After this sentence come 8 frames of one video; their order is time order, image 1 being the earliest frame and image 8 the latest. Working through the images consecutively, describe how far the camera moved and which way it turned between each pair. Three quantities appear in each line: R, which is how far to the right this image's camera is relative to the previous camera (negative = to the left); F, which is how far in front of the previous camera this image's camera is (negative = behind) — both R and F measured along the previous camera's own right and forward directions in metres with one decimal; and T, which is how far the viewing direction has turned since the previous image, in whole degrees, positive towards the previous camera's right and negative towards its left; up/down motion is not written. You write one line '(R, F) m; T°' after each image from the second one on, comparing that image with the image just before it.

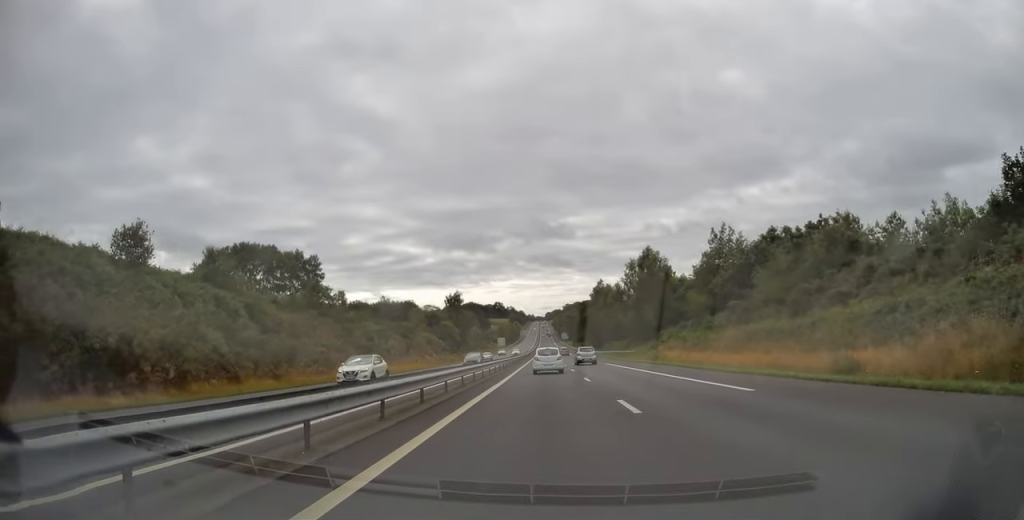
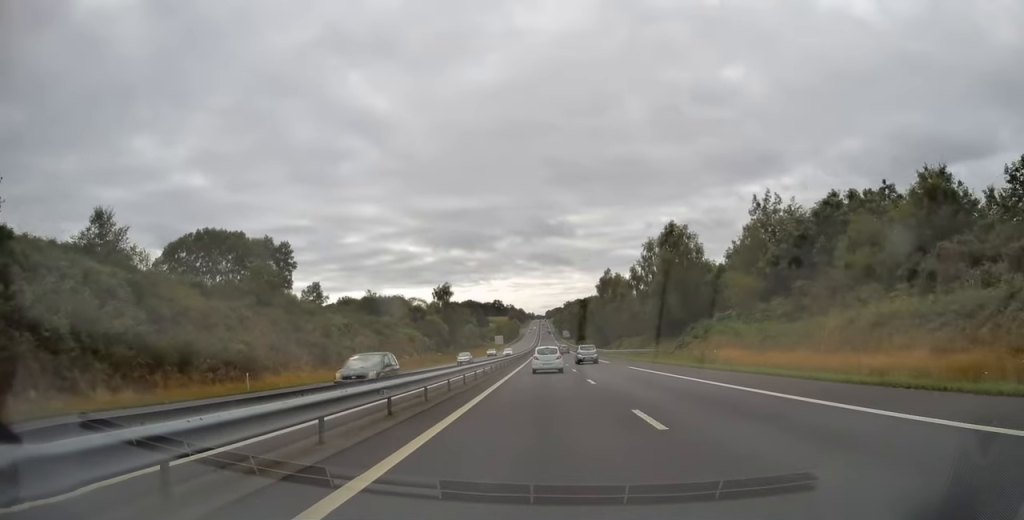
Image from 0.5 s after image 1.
(0.0, +15.4) m; 0°
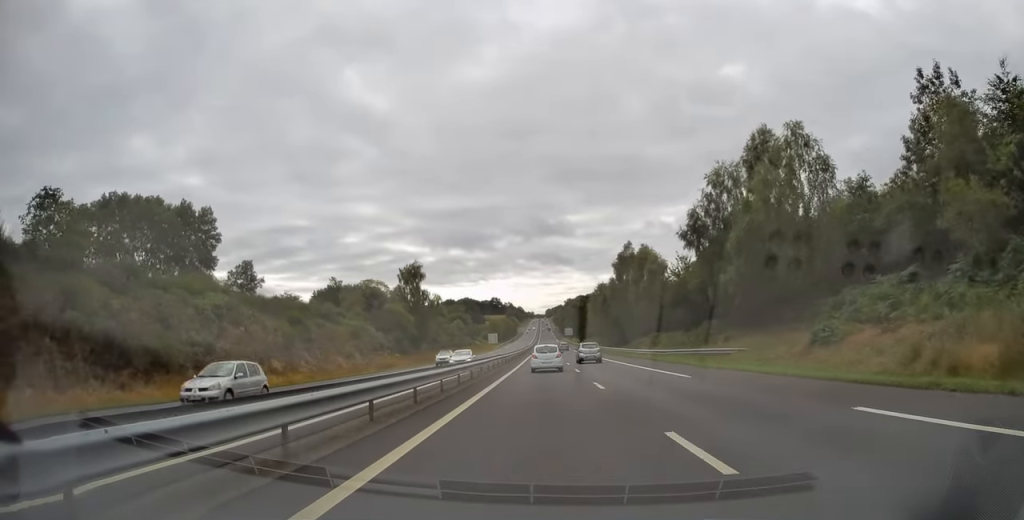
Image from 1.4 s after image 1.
(0.0, +29.2) m; 0°
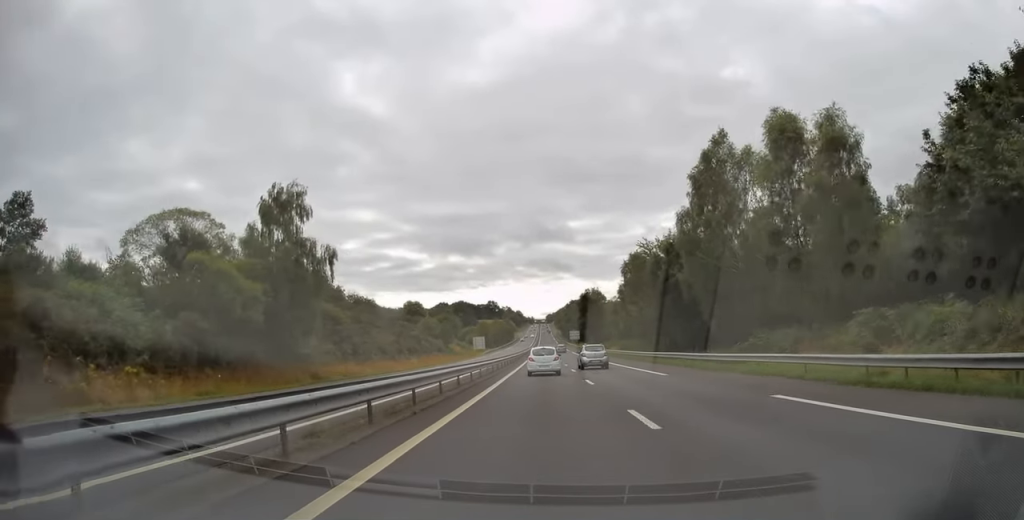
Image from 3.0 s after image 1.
(0.0, +47.7) m; 0°
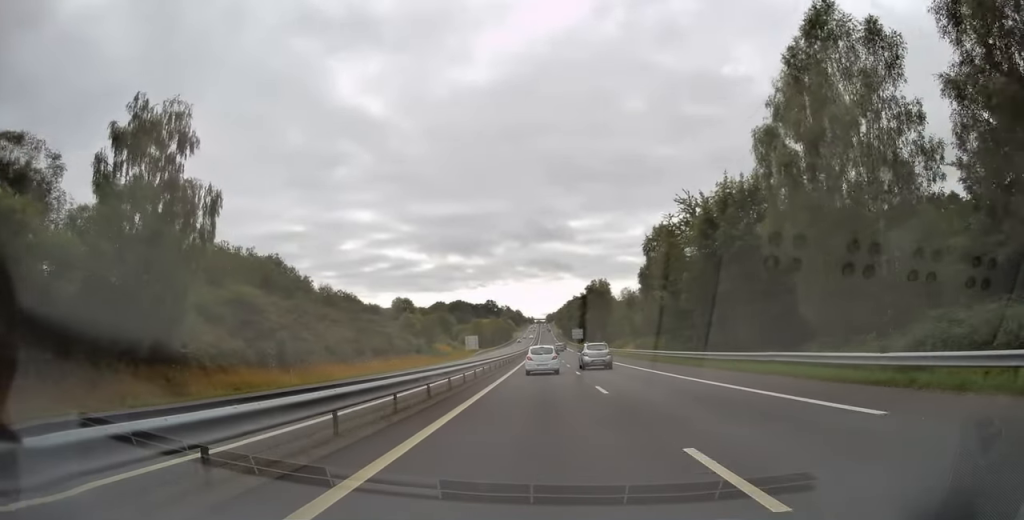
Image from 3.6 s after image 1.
(0.0, +18.0) m; 0°
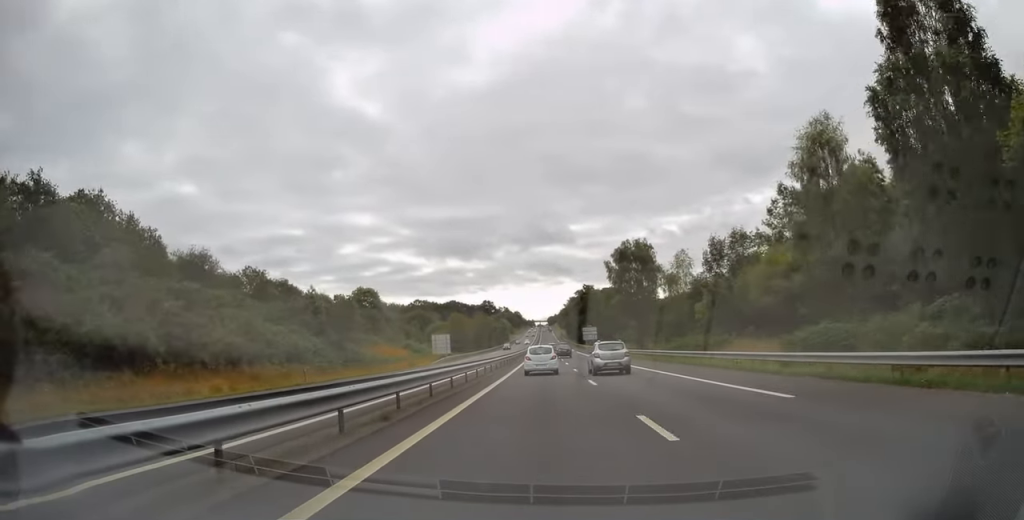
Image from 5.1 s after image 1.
(0.0, +47.7) m; 0°
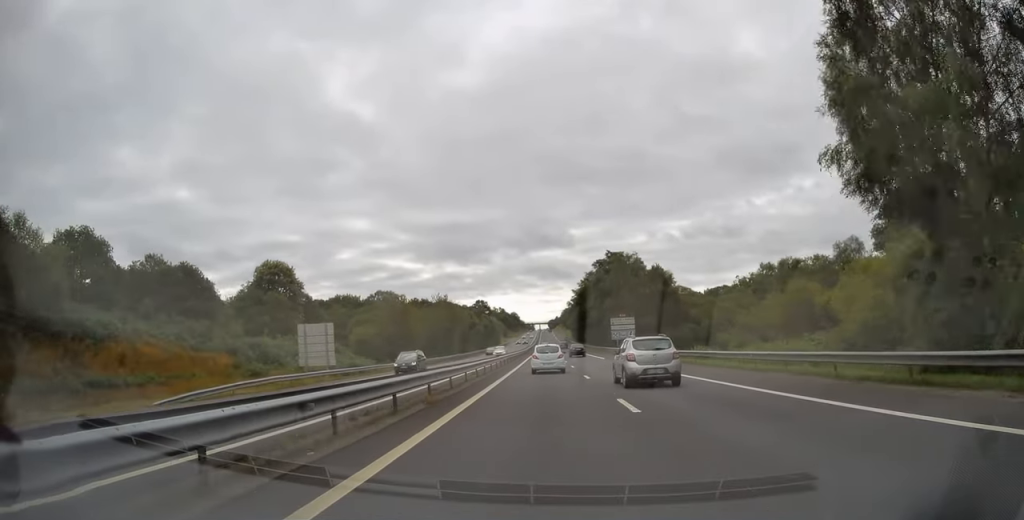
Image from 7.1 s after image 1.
(+0.1, +60.5) m; 0°
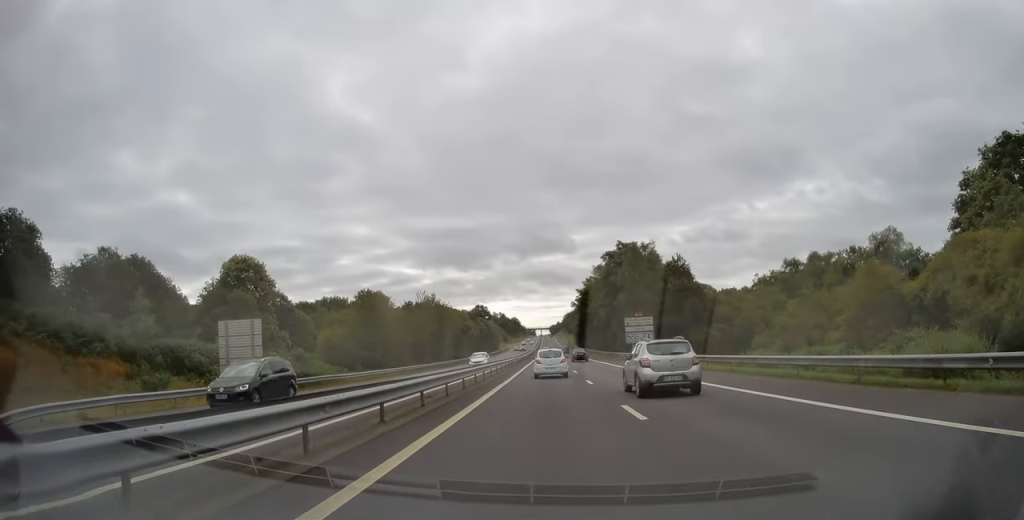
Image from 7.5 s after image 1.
(0.0, +13.4) m; 0°
